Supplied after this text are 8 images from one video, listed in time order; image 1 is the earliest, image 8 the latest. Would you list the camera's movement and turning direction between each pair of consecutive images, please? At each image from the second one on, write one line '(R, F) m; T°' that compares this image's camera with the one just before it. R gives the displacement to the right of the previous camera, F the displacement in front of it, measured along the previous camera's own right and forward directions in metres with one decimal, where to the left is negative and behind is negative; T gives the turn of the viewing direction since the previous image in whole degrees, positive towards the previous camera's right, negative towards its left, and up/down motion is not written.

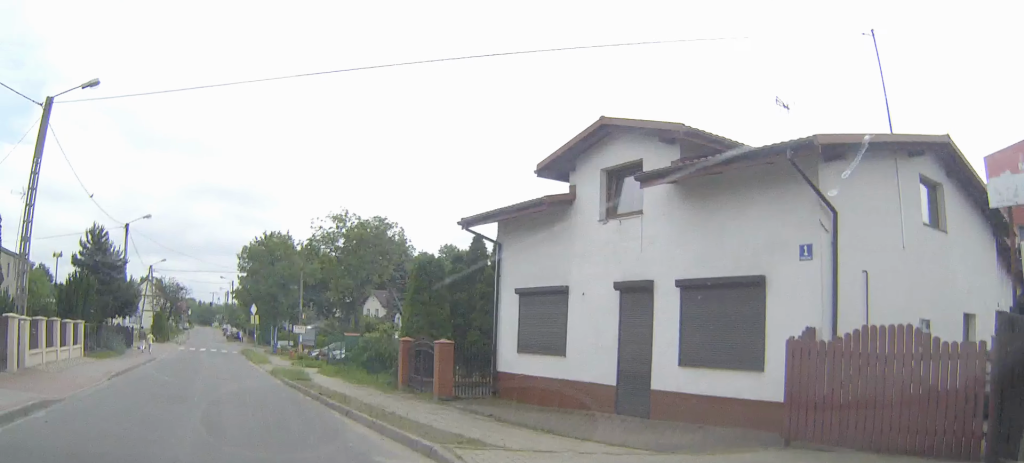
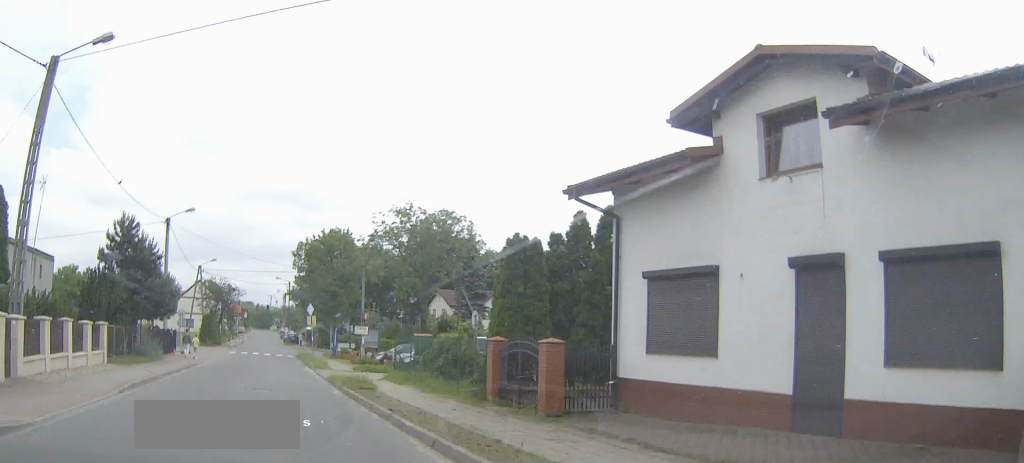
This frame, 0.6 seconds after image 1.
(-0.2, +4.0) m; -5°
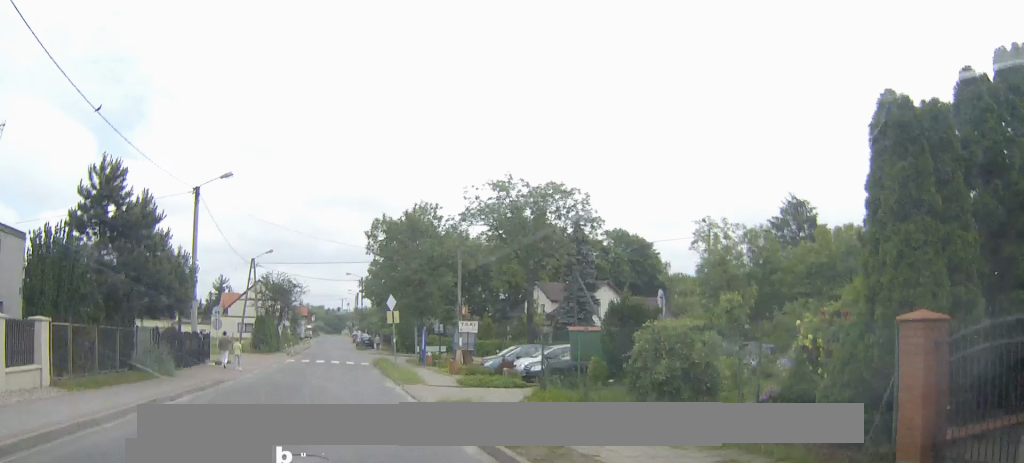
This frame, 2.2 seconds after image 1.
(-0.5, +11.4) m; -4°
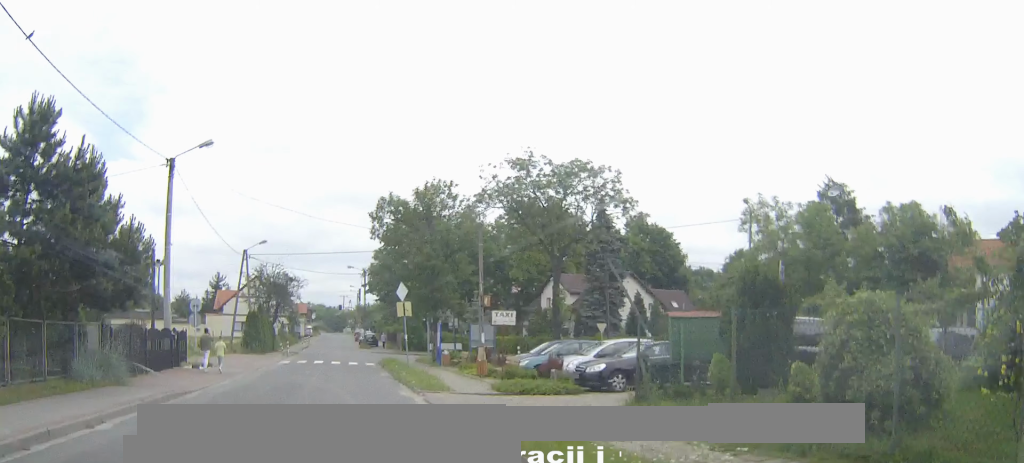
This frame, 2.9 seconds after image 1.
(-0.1, +5.7) m; -1°
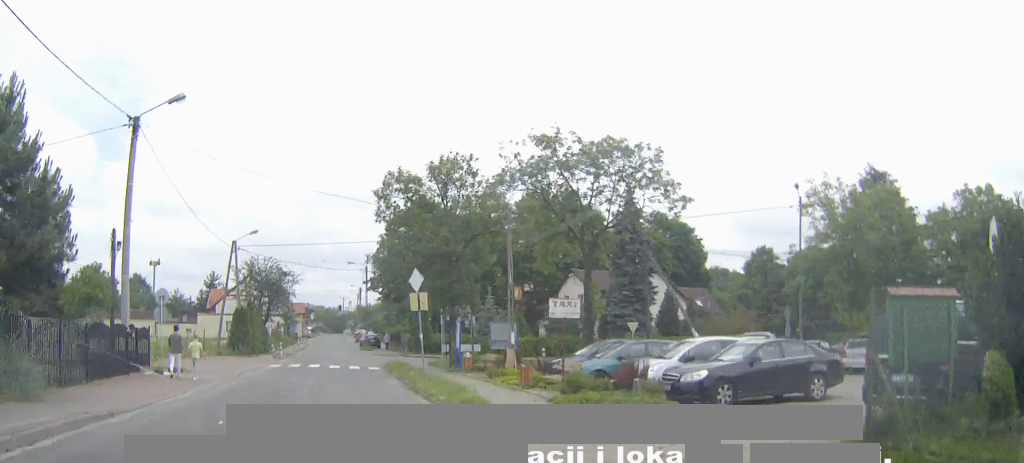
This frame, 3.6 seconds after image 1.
(+0.1, +6.1) m; 0°
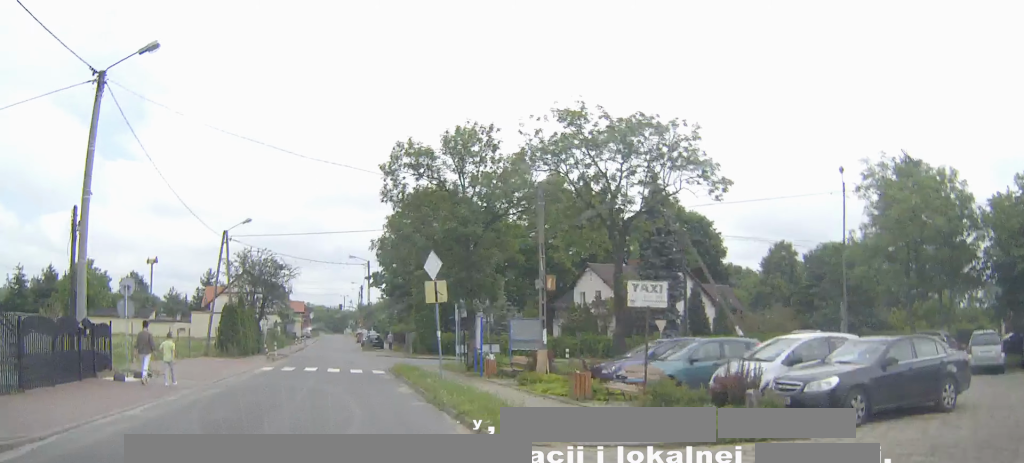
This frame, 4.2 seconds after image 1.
(-0.1, +4.3) m; 0°
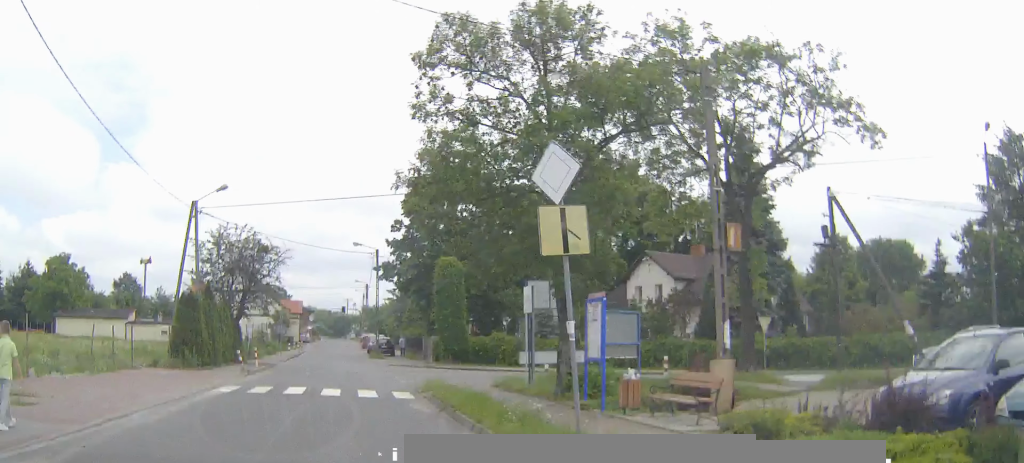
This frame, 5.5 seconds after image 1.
(0.0, +11.5) m; 0°
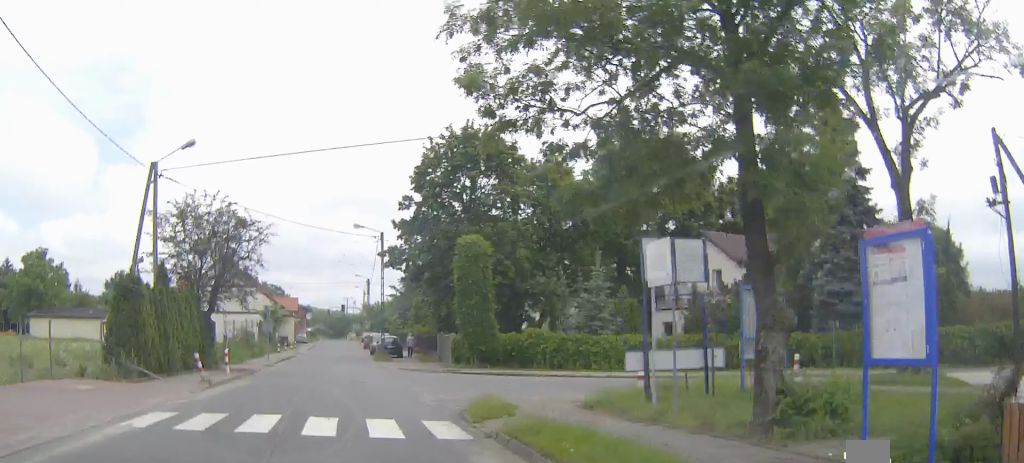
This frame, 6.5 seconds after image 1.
(0.0, +8.6) m; 0°
